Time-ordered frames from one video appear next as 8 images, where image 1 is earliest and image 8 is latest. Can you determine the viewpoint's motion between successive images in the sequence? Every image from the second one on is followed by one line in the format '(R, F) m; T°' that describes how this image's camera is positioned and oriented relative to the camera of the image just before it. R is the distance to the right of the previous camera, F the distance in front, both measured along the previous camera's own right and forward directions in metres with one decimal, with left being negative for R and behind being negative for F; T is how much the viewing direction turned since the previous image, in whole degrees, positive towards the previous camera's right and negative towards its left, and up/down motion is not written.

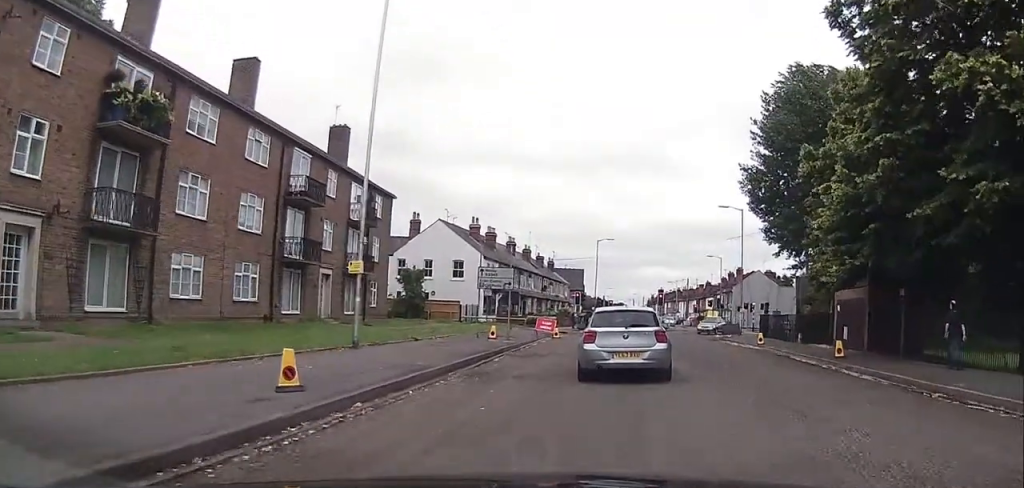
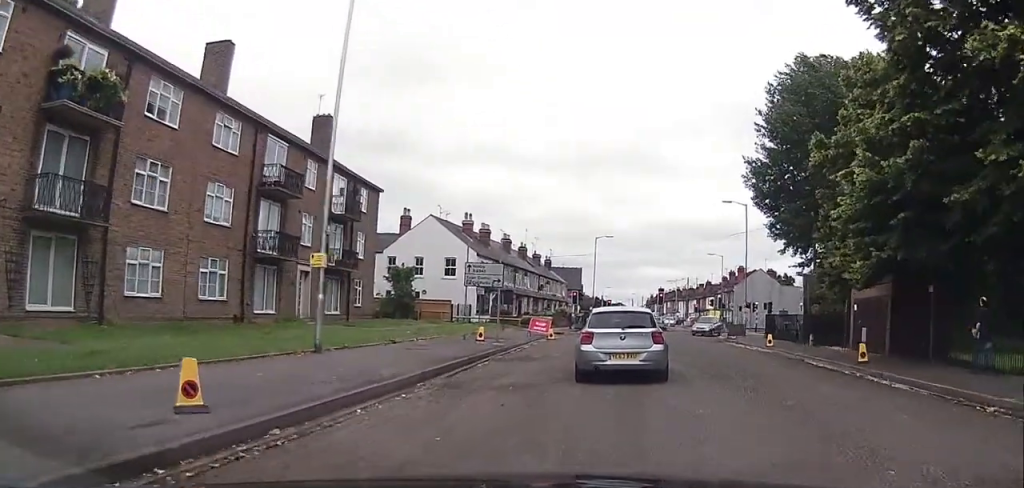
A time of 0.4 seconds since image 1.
(+0.1, +2.4) m; -2°
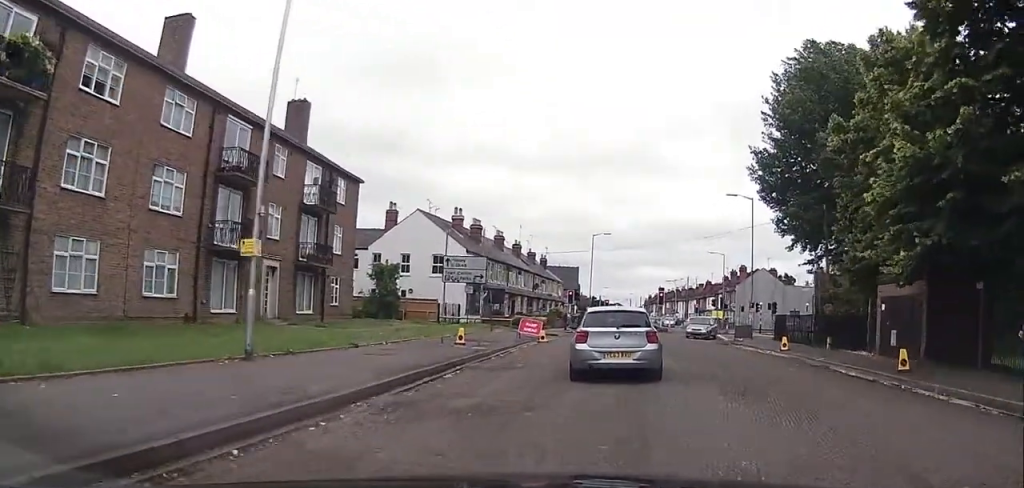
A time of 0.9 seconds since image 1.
(-0.2, +3.2) m; -1°
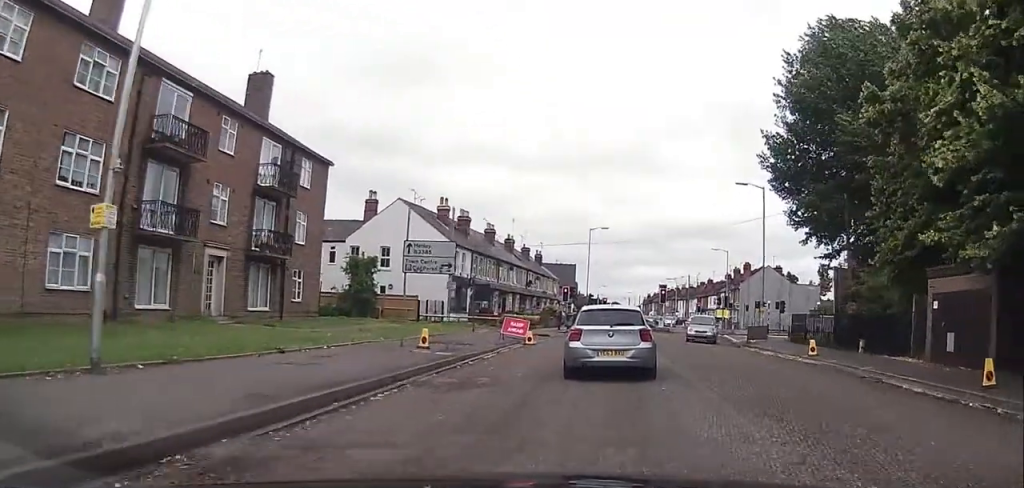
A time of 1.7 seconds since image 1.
(-0.2, +4.3) m; +1°
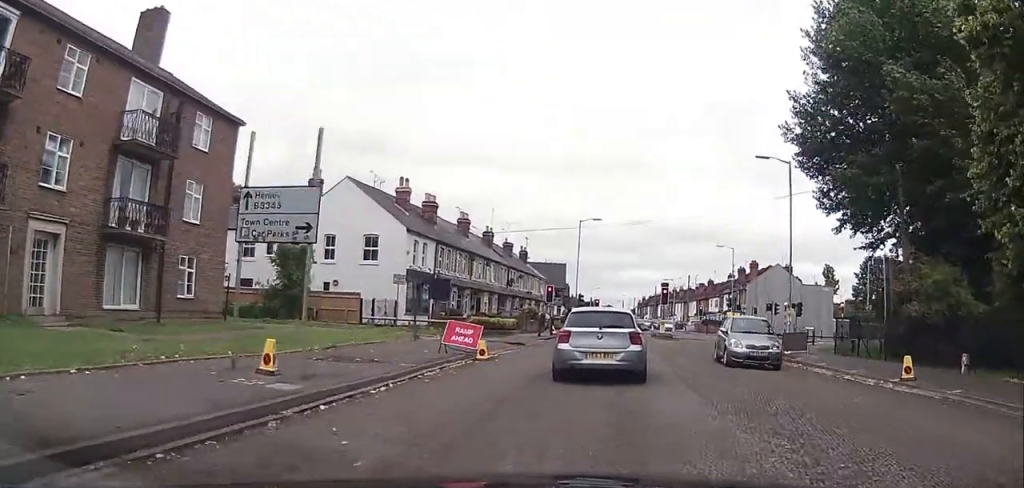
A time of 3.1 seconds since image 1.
(+0.5, +8.5) m; +4°
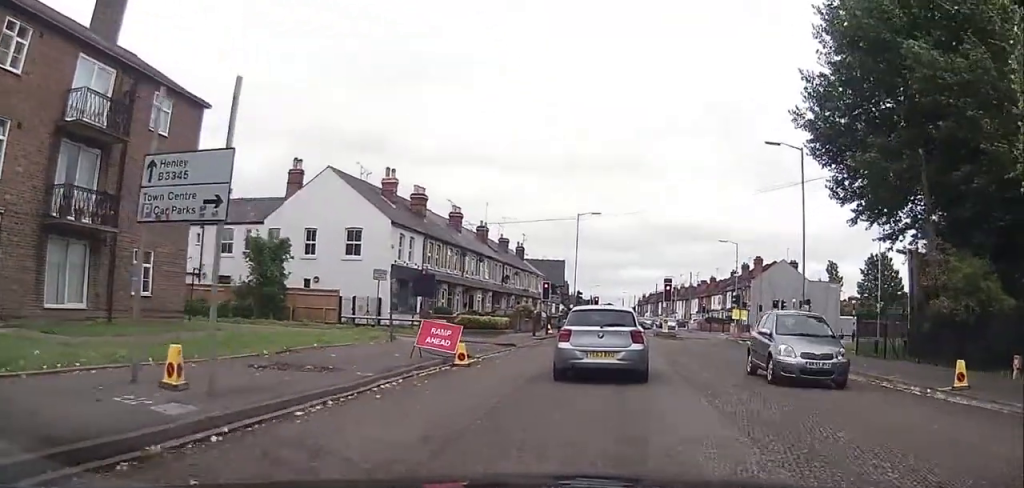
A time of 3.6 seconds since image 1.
(0.0, +2.7) m; +1°
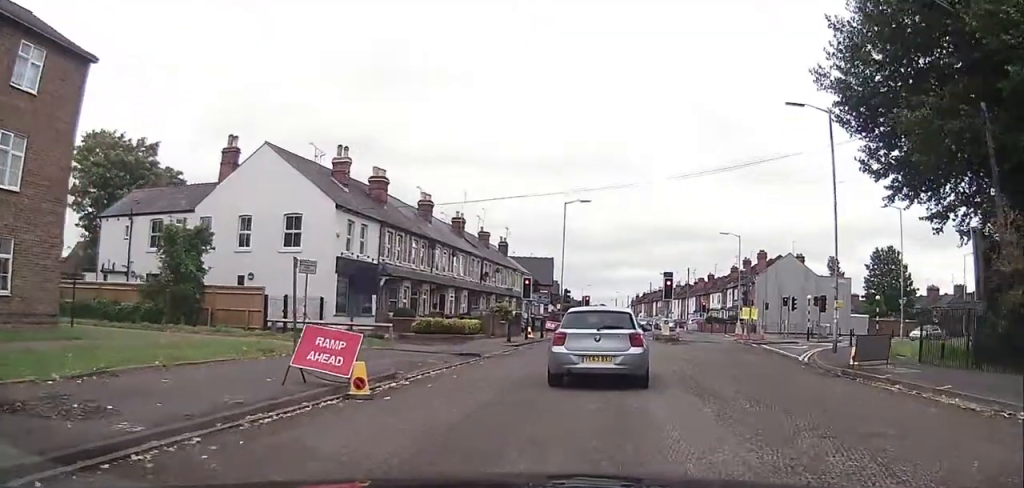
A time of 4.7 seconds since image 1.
(+0.2, +6.1) m; +6°
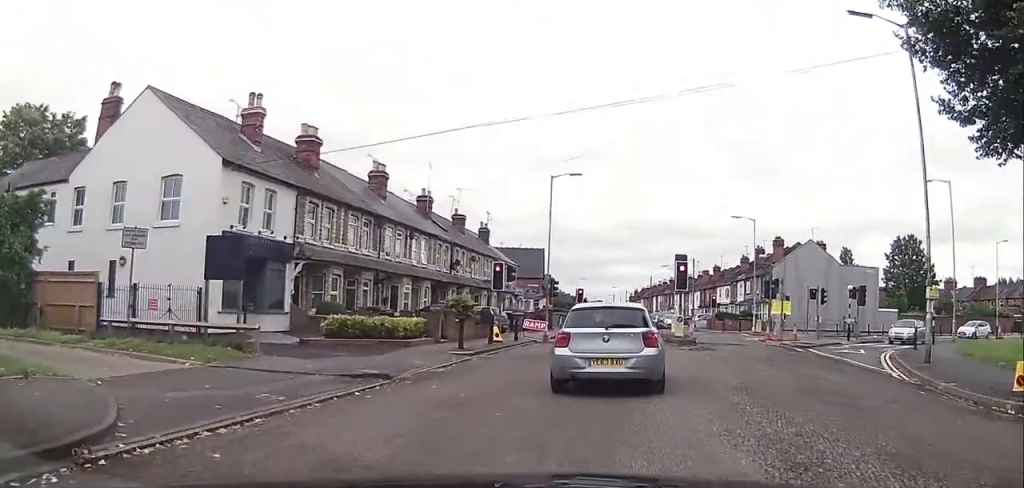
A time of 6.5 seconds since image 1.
(+0.7, +8.7) m; -2°
